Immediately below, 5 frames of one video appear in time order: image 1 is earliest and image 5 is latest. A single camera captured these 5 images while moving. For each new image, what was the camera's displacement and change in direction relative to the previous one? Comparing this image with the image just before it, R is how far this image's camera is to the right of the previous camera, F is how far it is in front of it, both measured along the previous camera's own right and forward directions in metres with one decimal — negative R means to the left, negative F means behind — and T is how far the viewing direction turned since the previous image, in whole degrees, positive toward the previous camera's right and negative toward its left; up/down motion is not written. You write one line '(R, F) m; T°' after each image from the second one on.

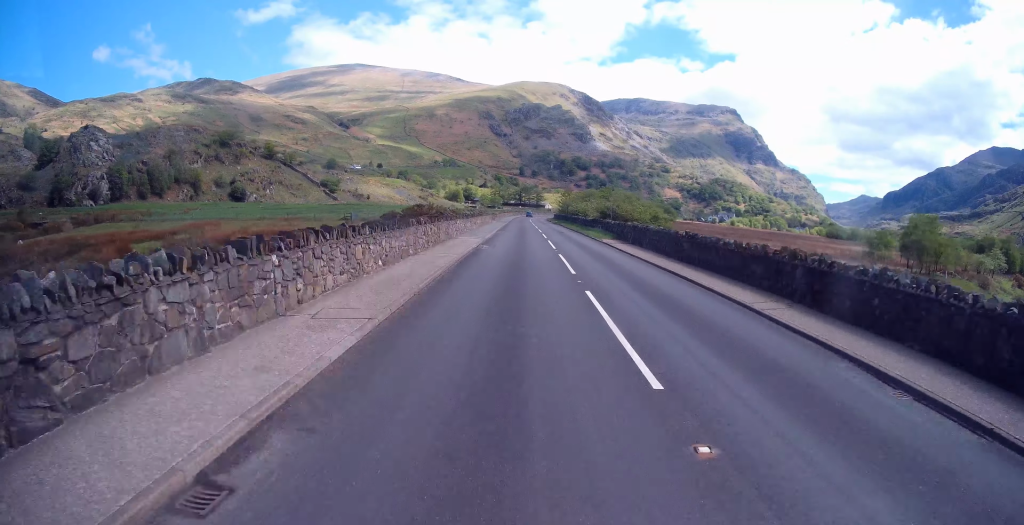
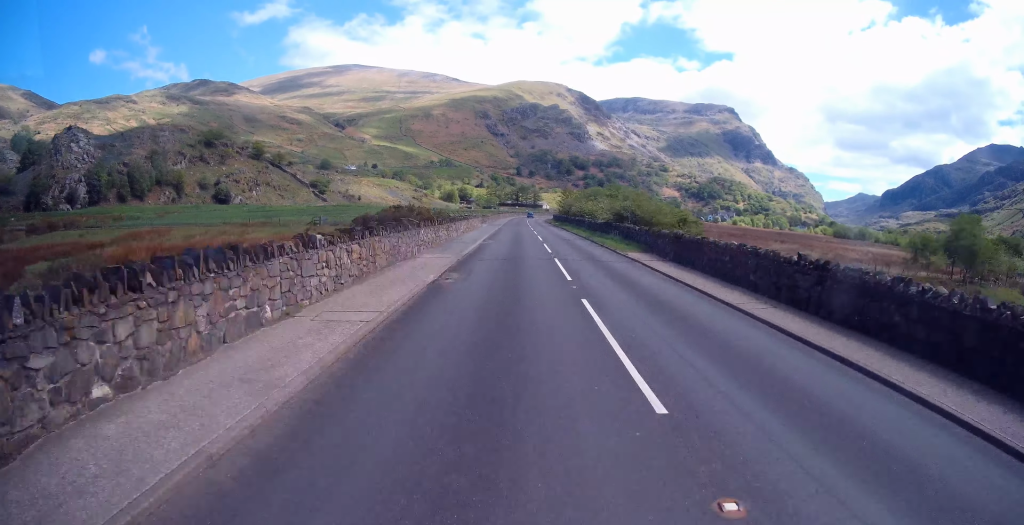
(0.0, +9.7) m; 0°
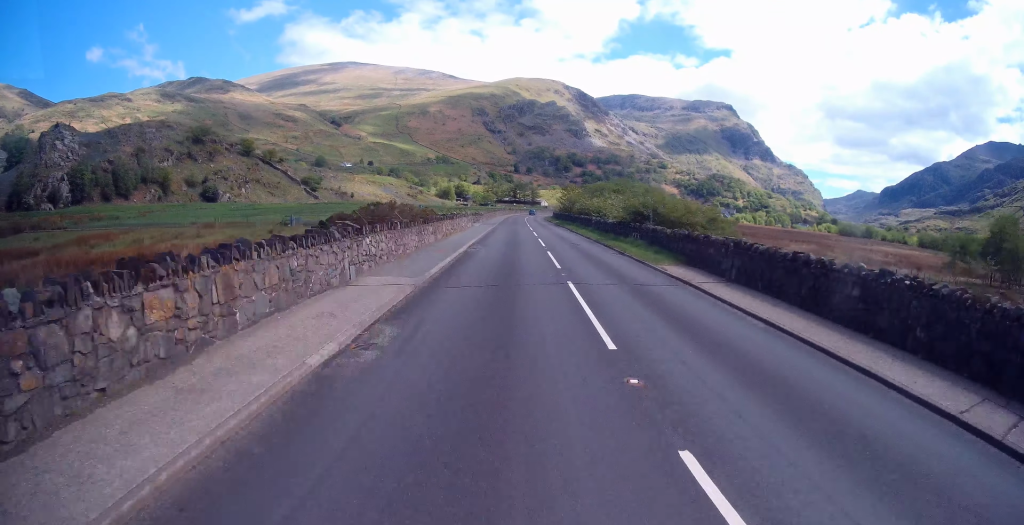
(+0.1, +7.0) m; -1°
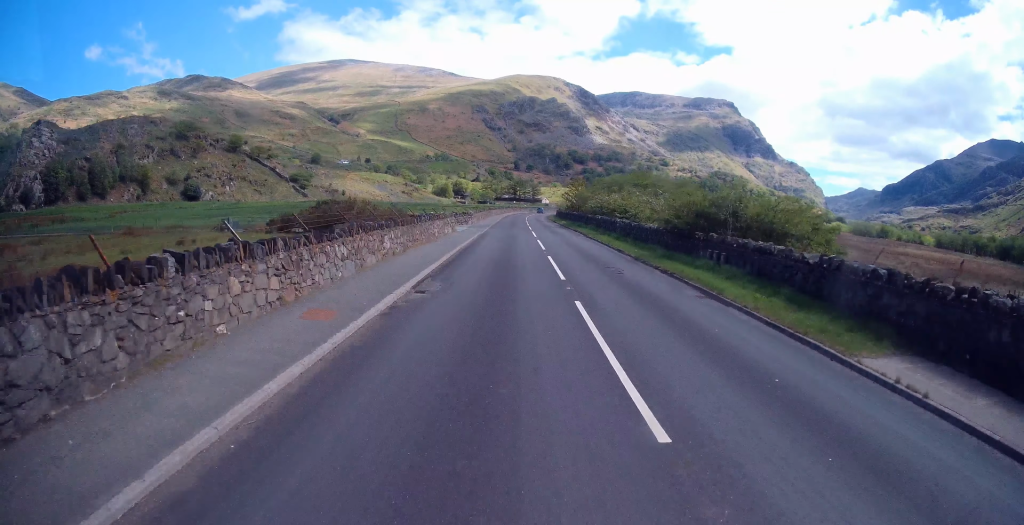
(-0.2, +11.9) m; -1°
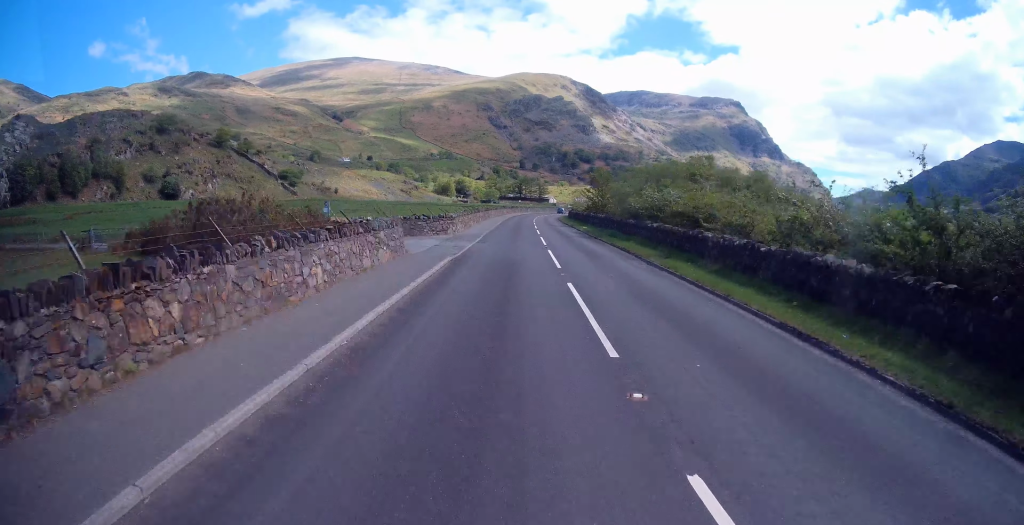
(-0.1, +15.8) m; 0°
